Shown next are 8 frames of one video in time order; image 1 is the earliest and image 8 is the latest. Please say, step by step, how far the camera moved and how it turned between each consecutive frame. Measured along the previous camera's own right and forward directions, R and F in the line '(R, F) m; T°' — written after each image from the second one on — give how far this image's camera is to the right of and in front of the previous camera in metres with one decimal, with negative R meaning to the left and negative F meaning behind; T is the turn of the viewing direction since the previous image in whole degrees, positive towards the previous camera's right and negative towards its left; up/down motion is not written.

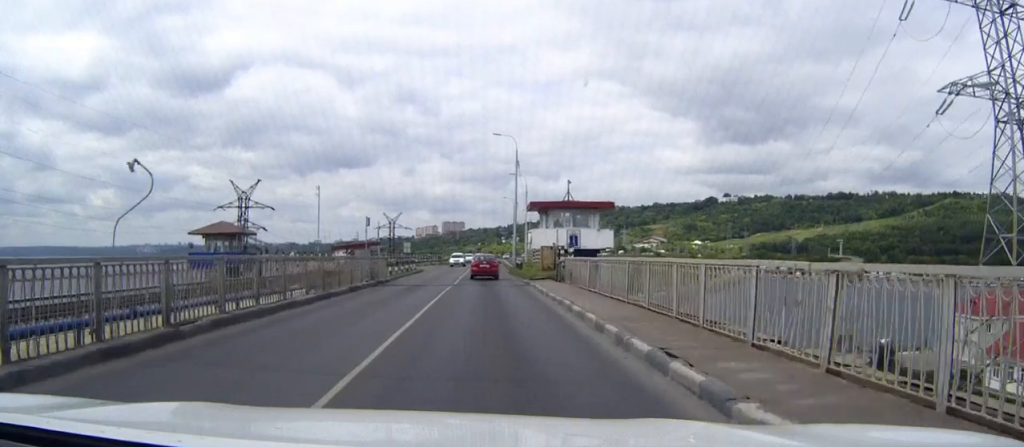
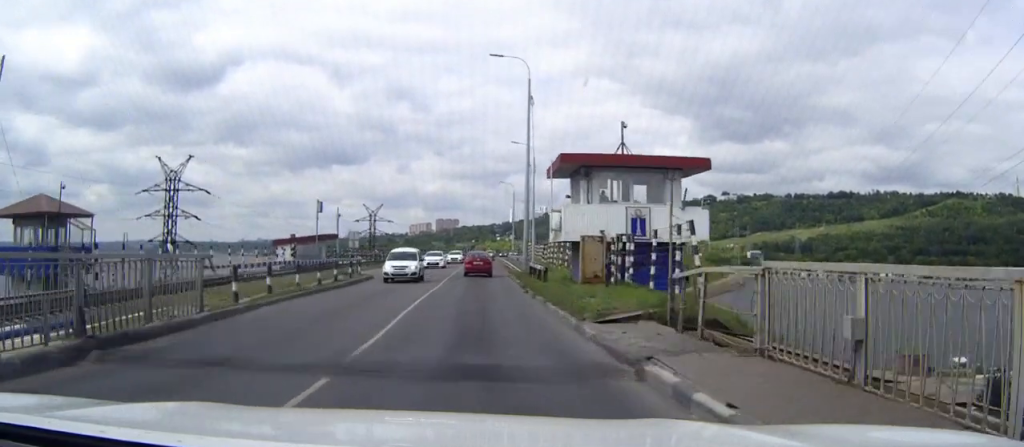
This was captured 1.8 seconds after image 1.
(+0.1, +26.5) m; 0°
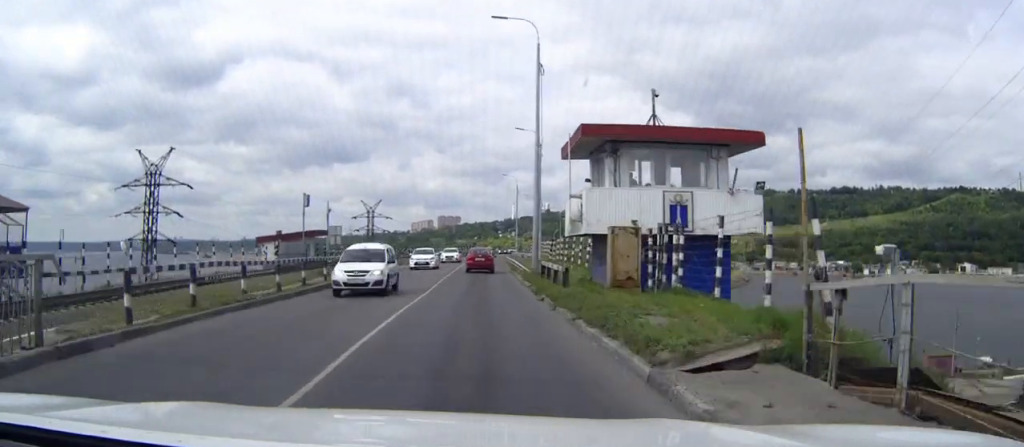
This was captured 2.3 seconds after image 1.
(0.0, +6.4) m; 0°
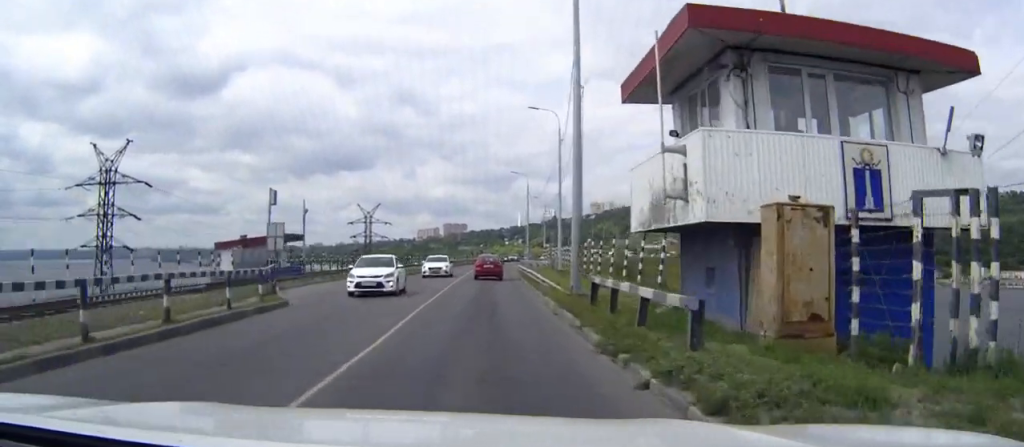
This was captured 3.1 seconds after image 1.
(0.0, +12.9) m; 0°
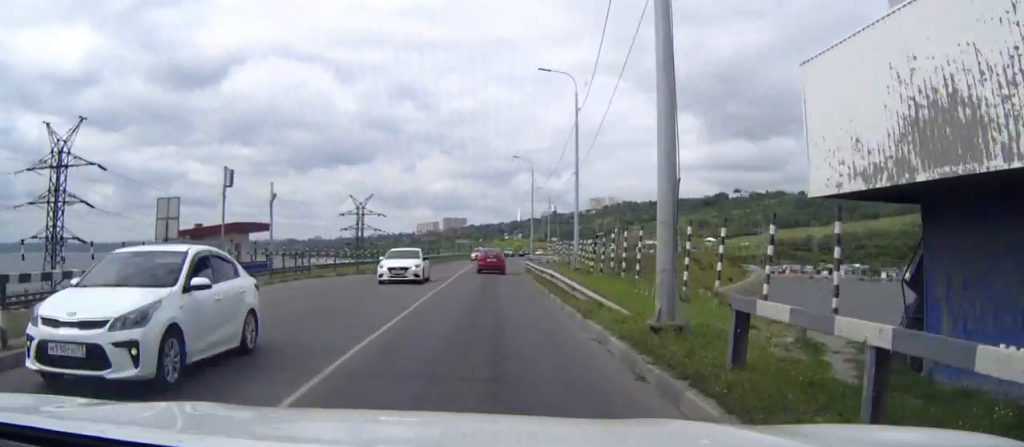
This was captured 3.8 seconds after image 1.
(0.0, +10.1) m; 0°
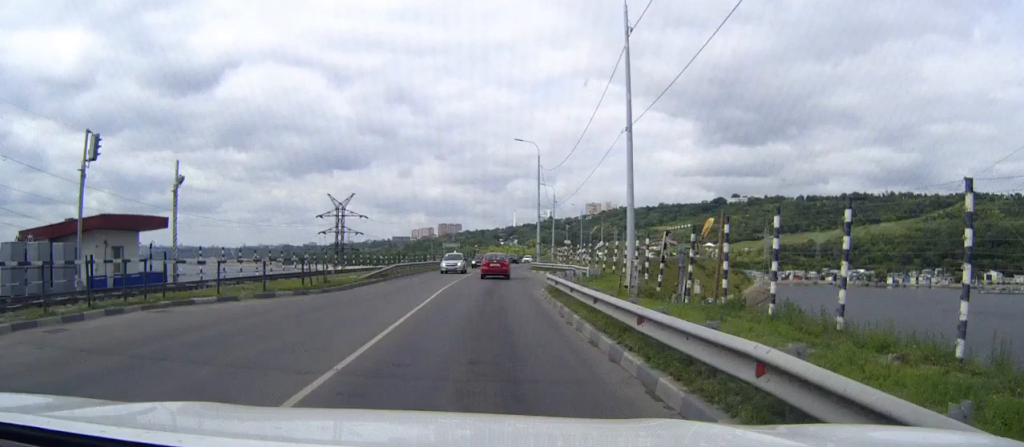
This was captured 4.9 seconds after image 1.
(+0.1, +17.4) m; 0°
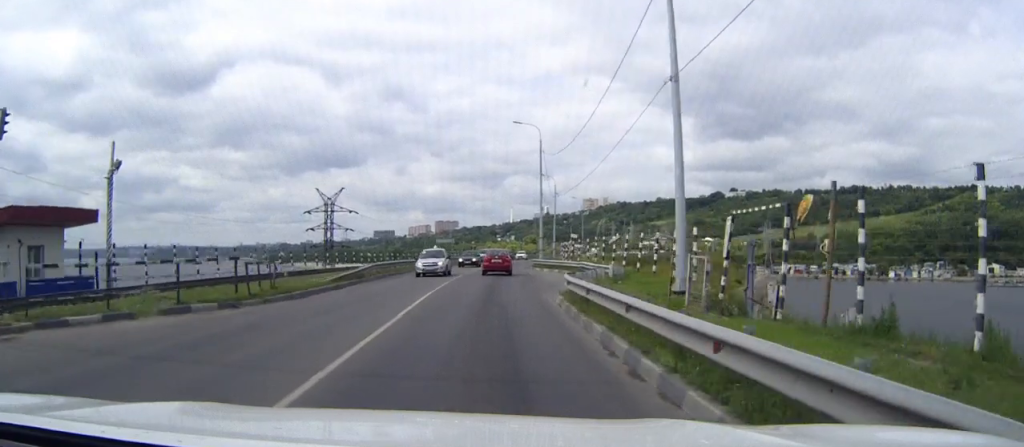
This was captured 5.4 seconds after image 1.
(0.0, +7.2) m; 0°
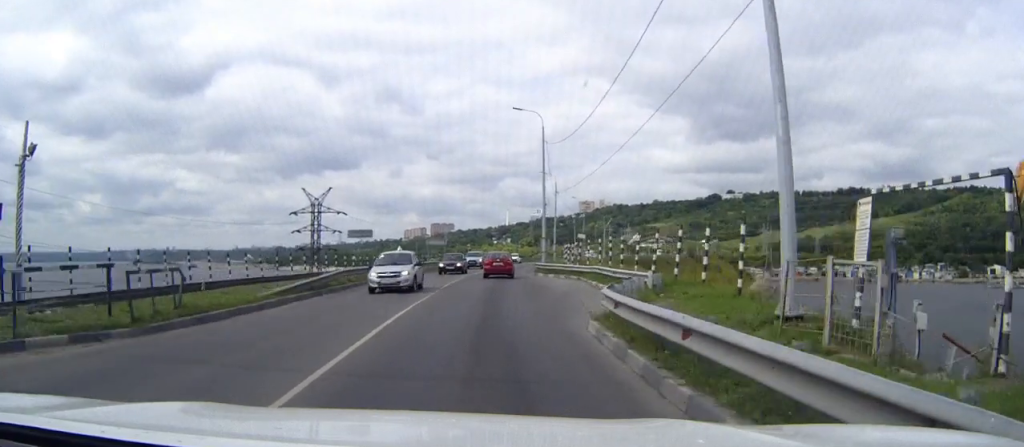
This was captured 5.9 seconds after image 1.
(0.0, +7.2) m; 0°
